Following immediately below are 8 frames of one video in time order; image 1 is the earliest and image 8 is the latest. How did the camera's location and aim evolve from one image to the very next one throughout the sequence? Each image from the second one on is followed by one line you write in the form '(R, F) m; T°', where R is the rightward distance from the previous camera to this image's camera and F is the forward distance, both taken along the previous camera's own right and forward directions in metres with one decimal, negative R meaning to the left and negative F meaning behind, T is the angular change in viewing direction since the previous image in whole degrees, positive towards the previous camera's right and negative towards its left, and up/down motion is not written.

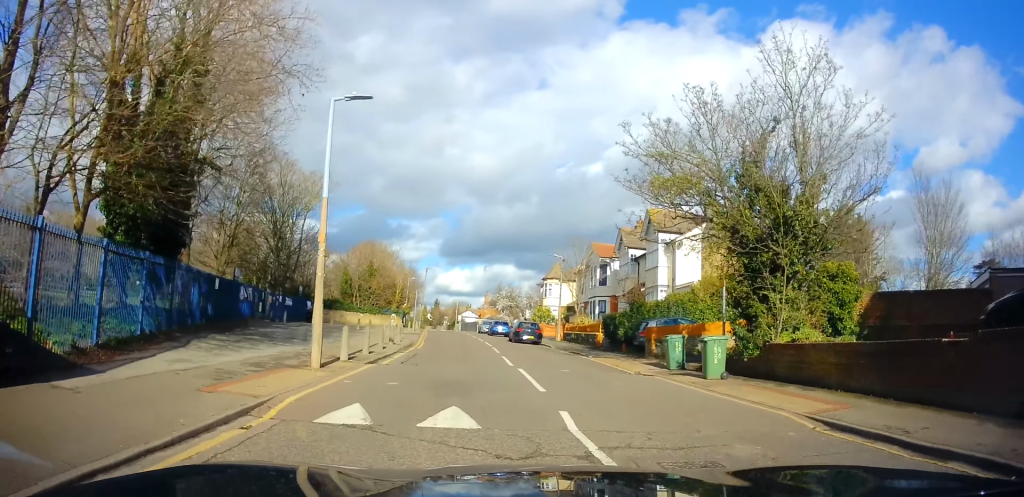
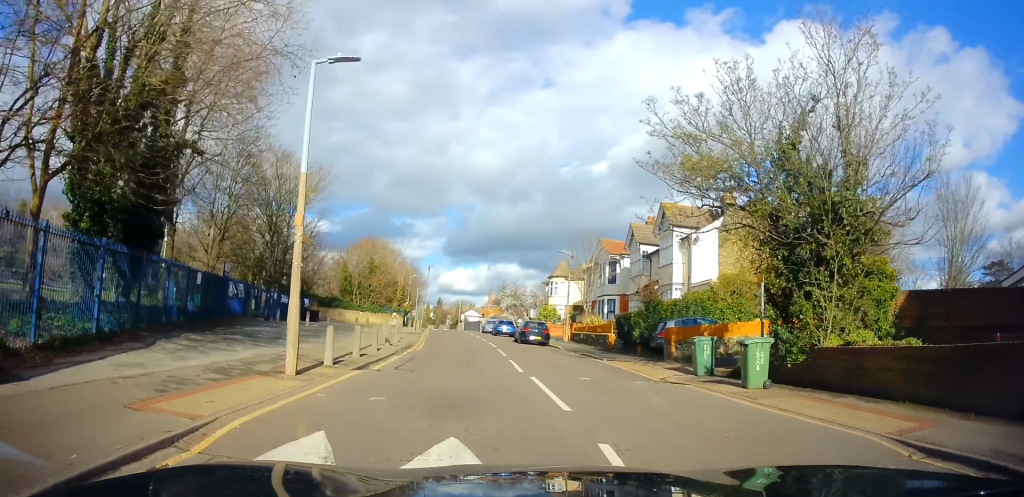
(0.0, +2.0) m; -2°
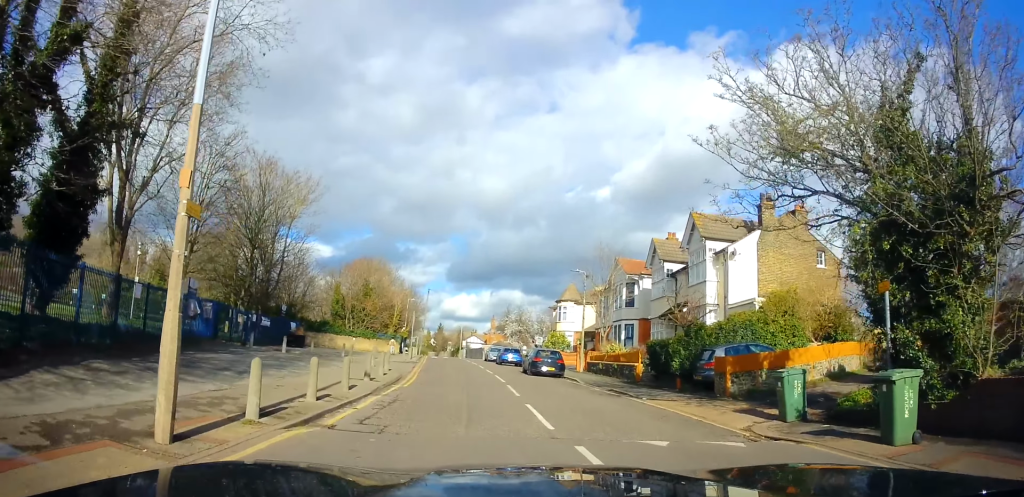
(-0.3, +5.0) m; -1°
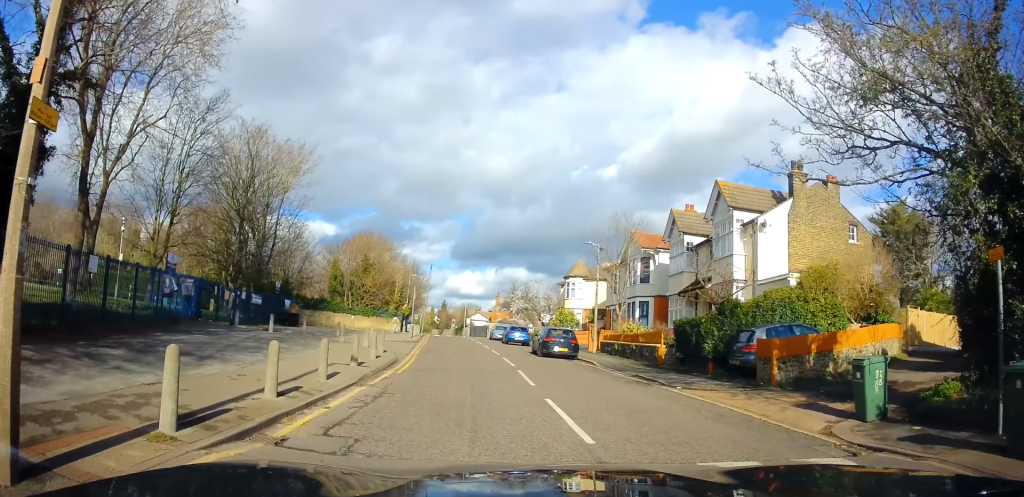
(+0.1, +2.8) m; +1°
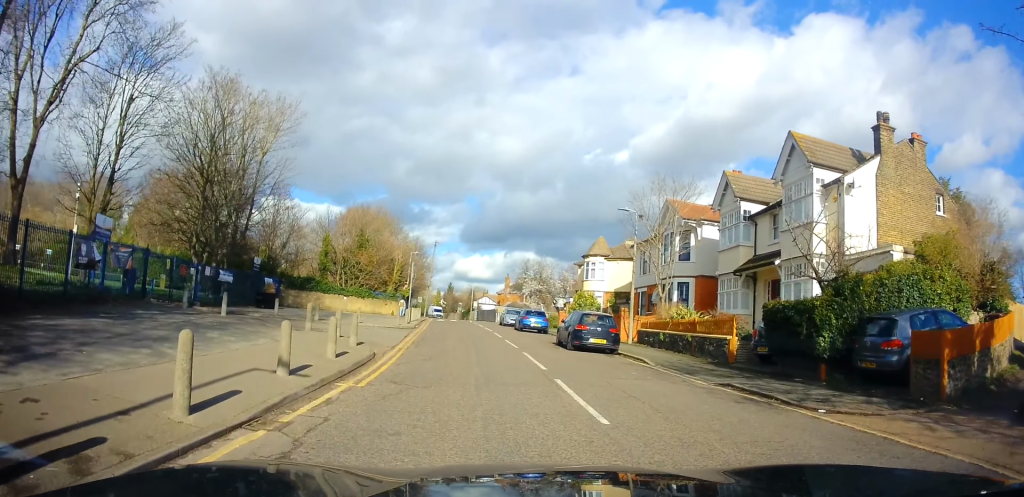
(+0.2, +6.1) m; +3°
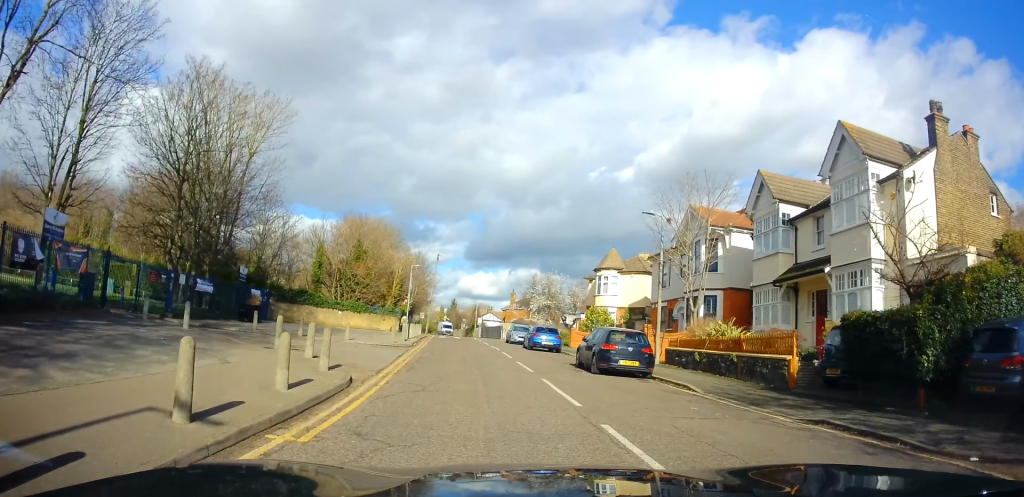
(0.0, +3.1) m; 0°
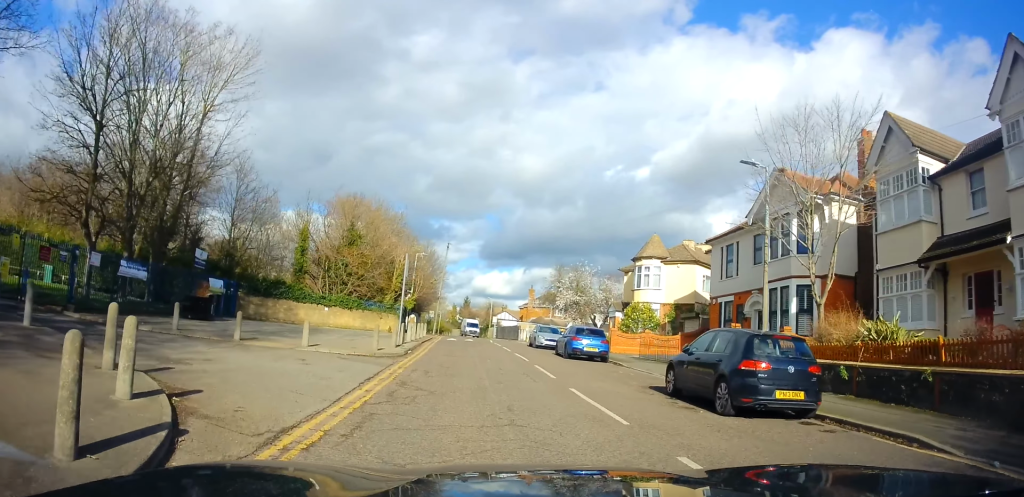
(-0.2, +8.0) m; -3°
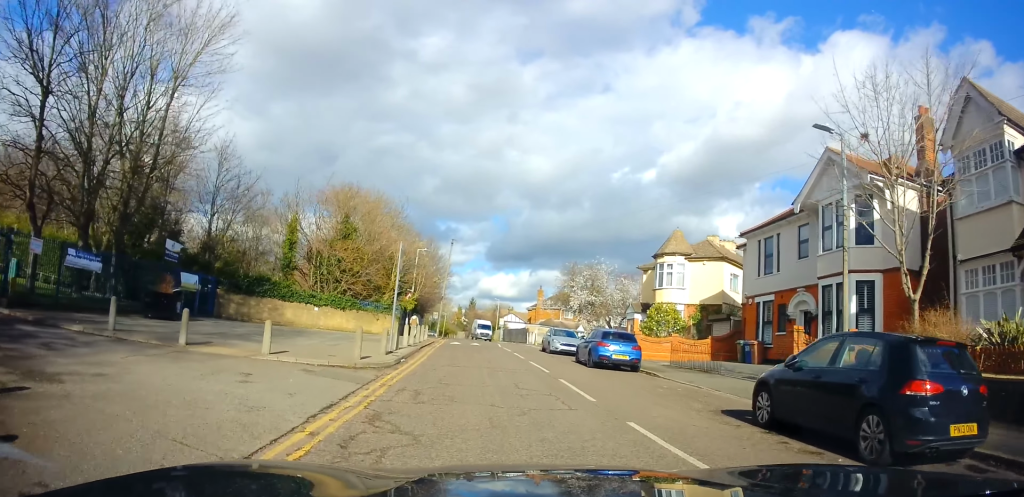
(0.0, +3.6) m; -1°
